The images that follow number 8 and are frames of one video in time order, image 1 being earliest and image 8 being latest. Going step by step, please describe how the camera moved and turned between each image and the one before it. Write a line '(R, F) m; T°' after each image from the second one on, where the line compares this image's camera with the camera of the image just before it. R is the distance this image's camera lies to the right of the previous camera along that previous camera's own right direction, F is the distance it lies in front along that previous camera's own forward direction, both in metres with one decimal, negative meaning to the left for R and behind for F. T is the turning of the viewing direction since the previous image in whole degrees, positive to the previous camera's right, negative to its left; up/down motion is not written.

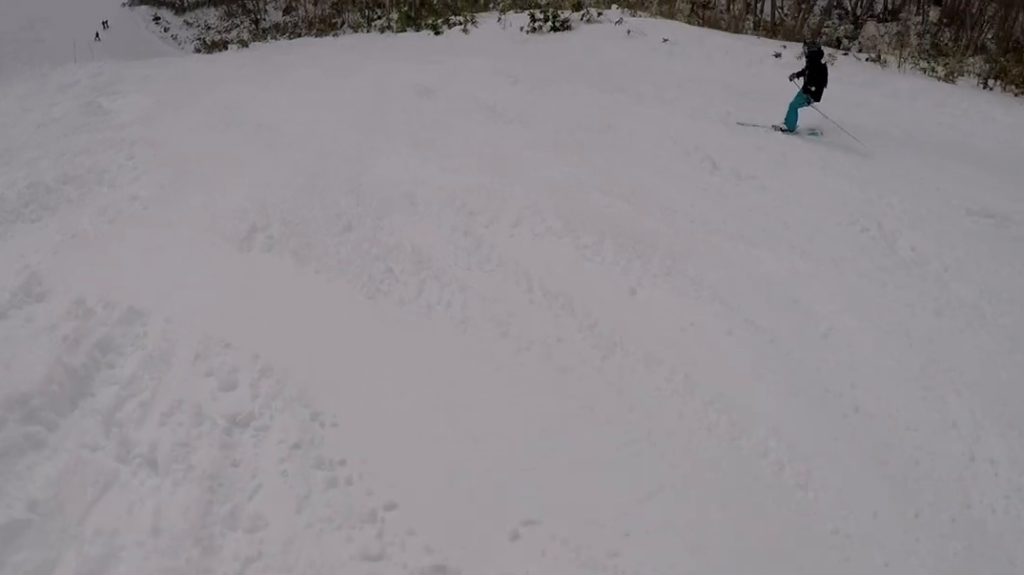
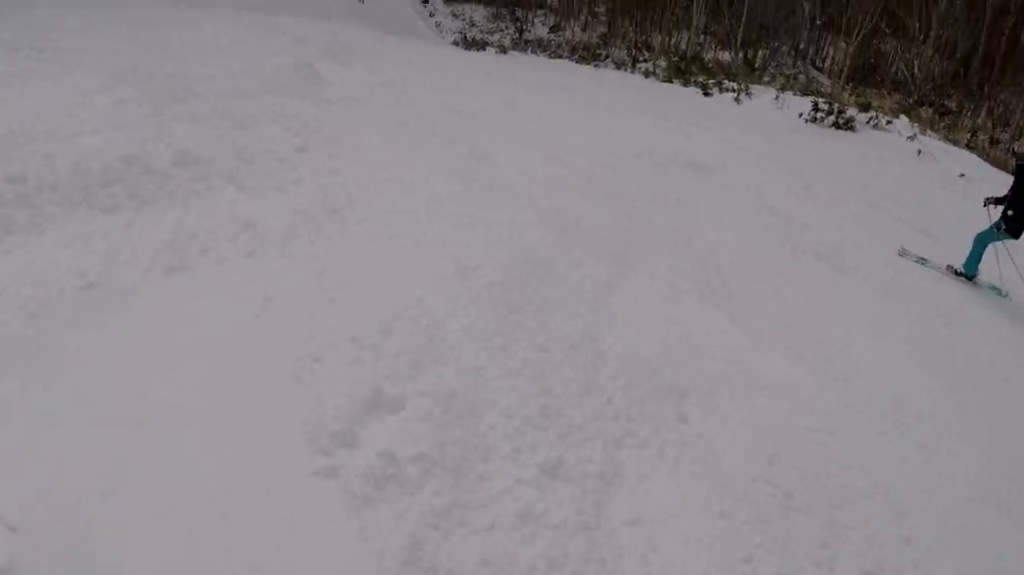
(+0.3, +2.5) m; -5°
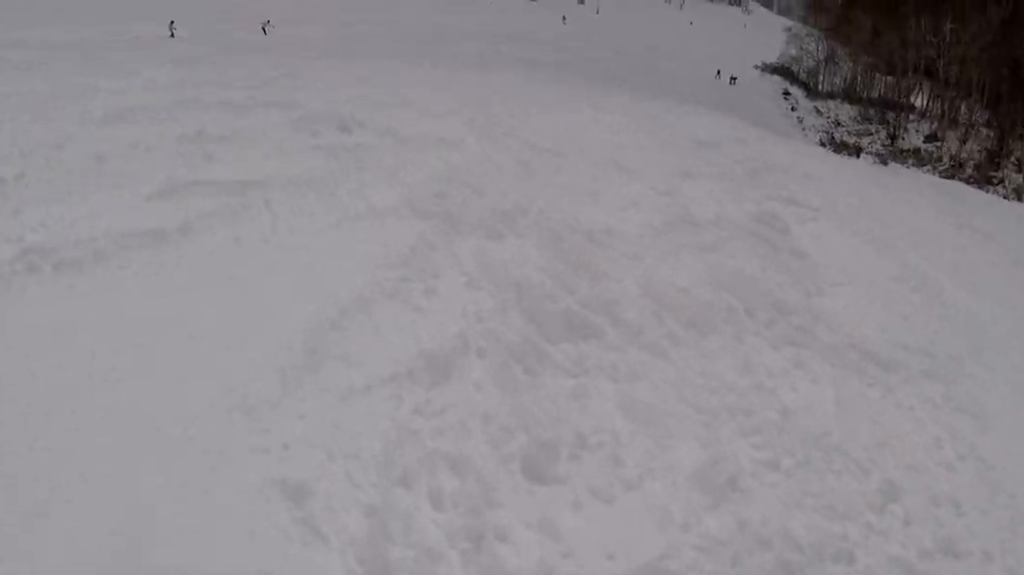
(-1.7, +7.6) m; -12°
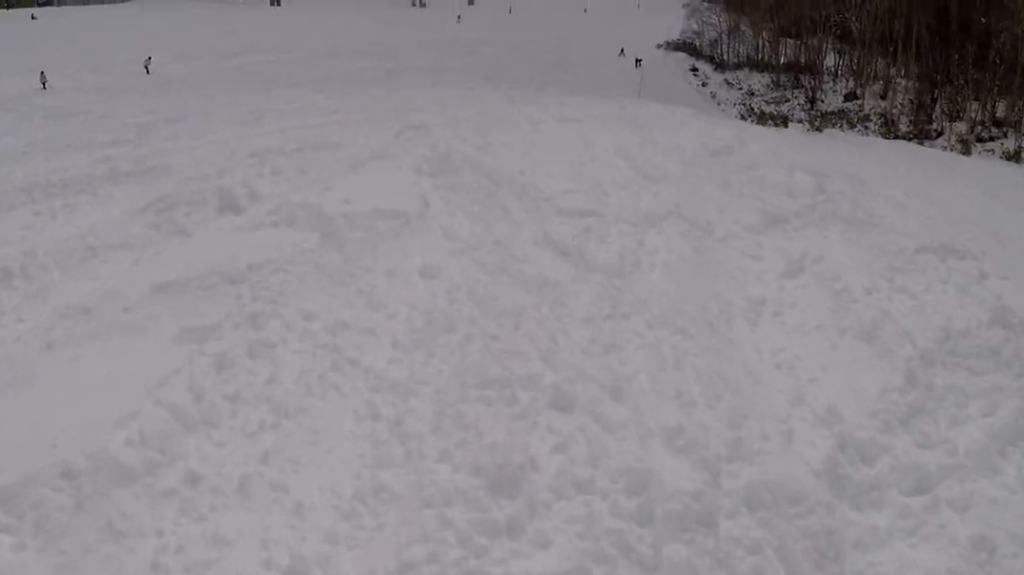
(0.0, +4.9) m; -1°
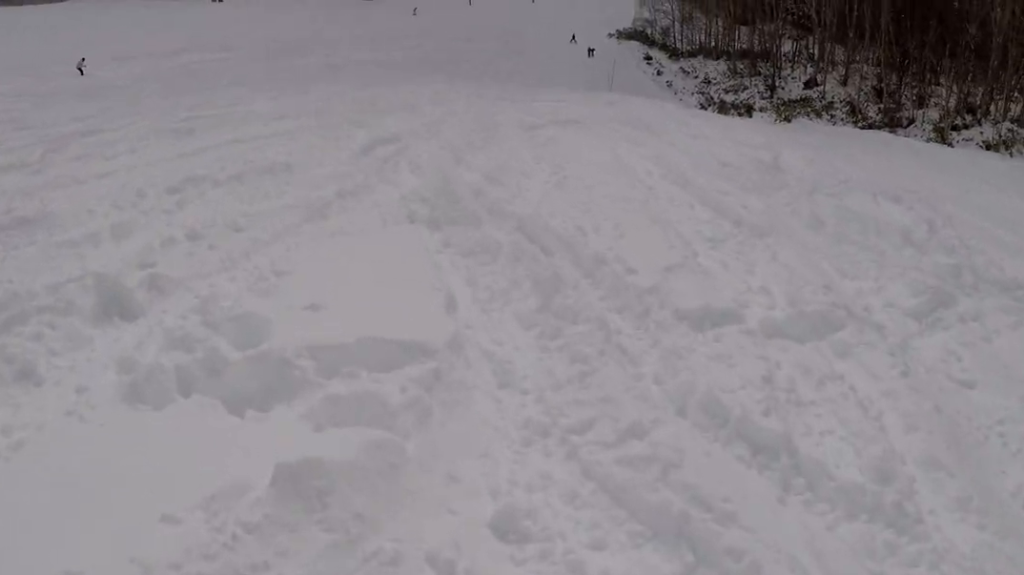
(0.0, +3.0) m; -2°
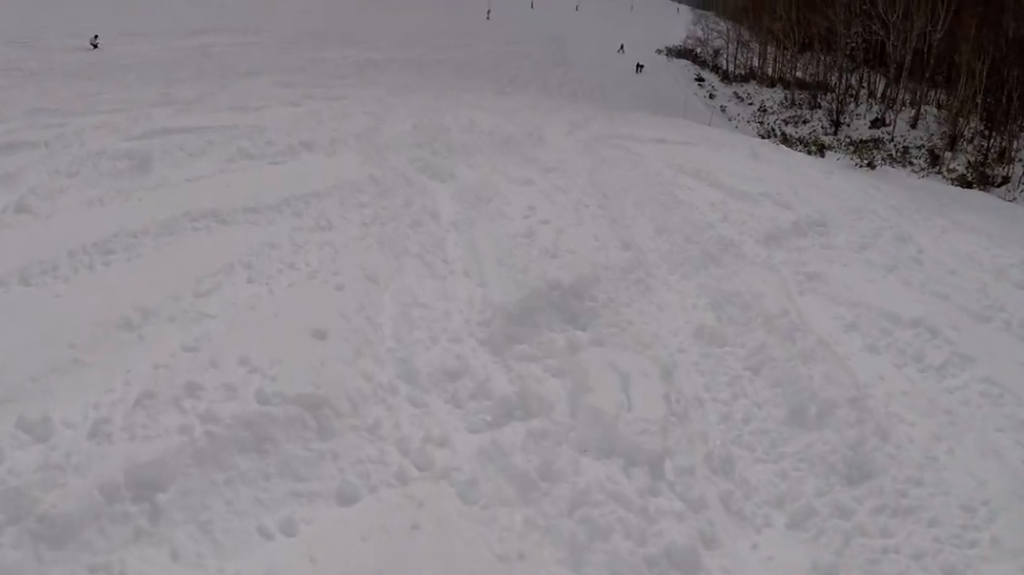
(-0.6, +6.2) m; -3°
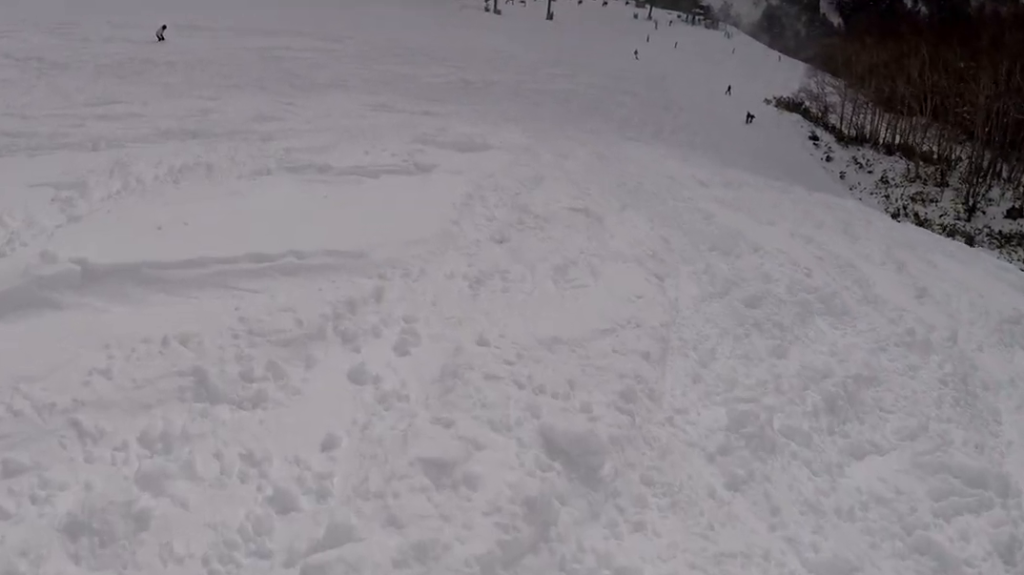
(+1.5, +8.0) m; +7°
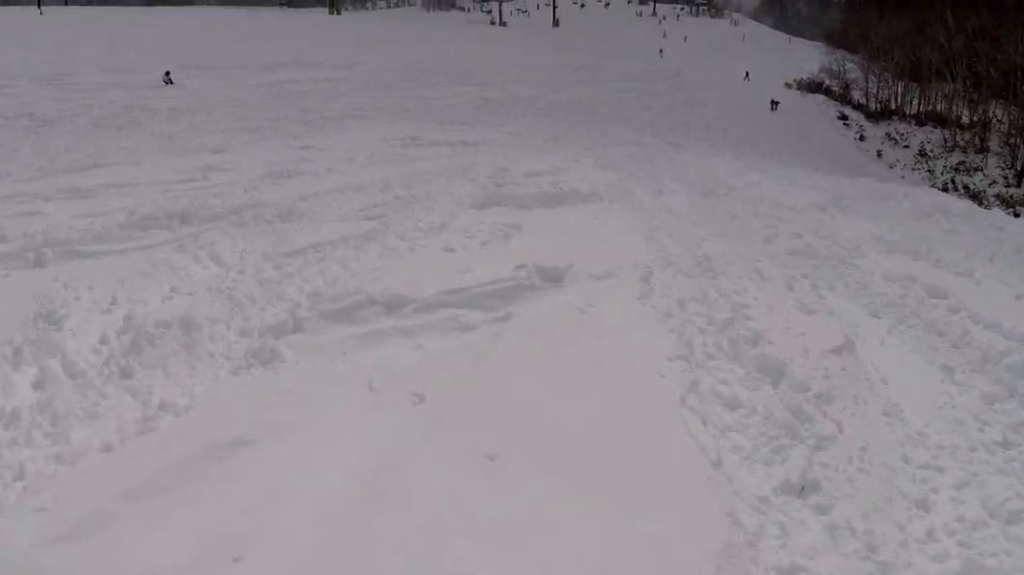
(-1.0, +3.8) m; -6°
